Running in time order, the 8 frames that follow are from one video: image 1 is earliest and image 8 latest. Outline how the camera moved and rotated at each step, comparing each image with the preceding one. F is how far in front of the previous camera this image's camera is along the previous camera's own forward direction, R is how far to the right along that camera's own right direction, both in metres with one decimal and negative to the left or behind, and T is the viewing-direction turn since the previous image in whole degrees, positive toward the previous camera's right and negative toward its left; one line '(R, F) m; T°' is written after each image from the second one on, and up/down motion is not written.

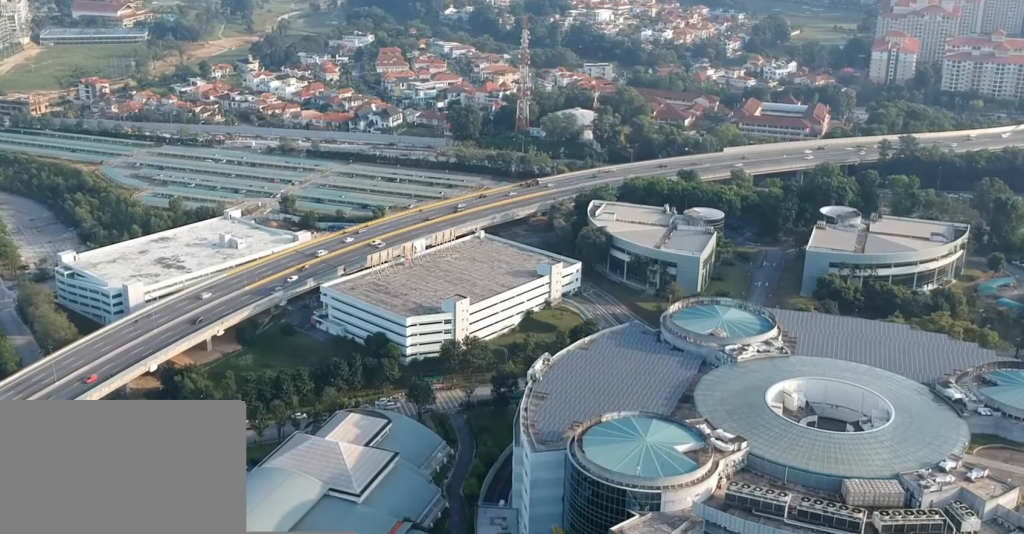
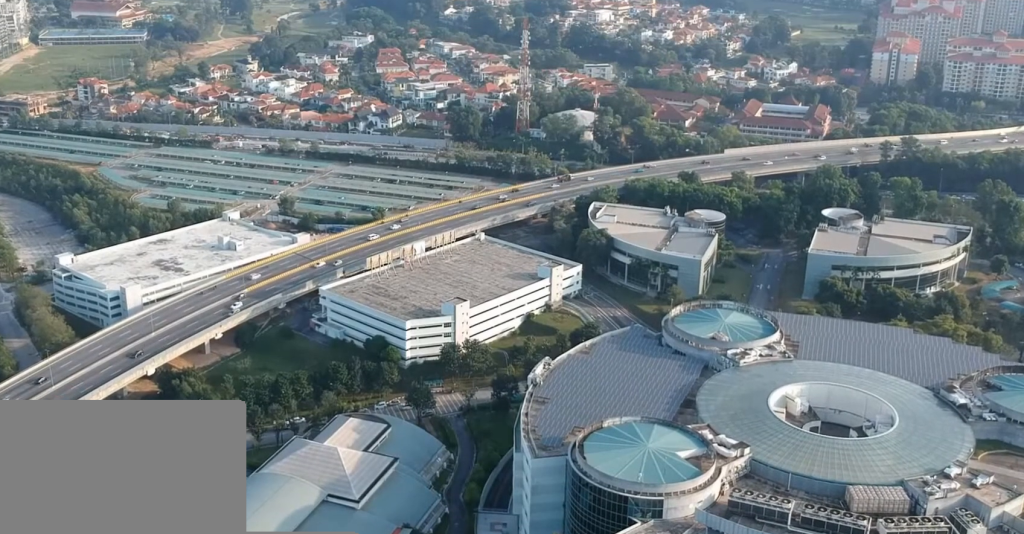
(-0.1, +2.4) m; -2°
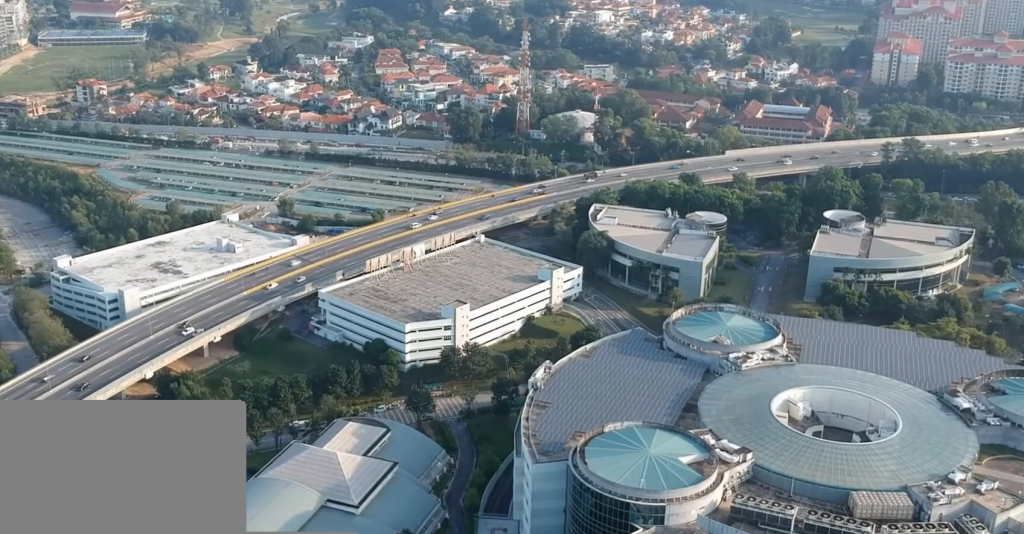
(0.0, +2.0) m; -1°
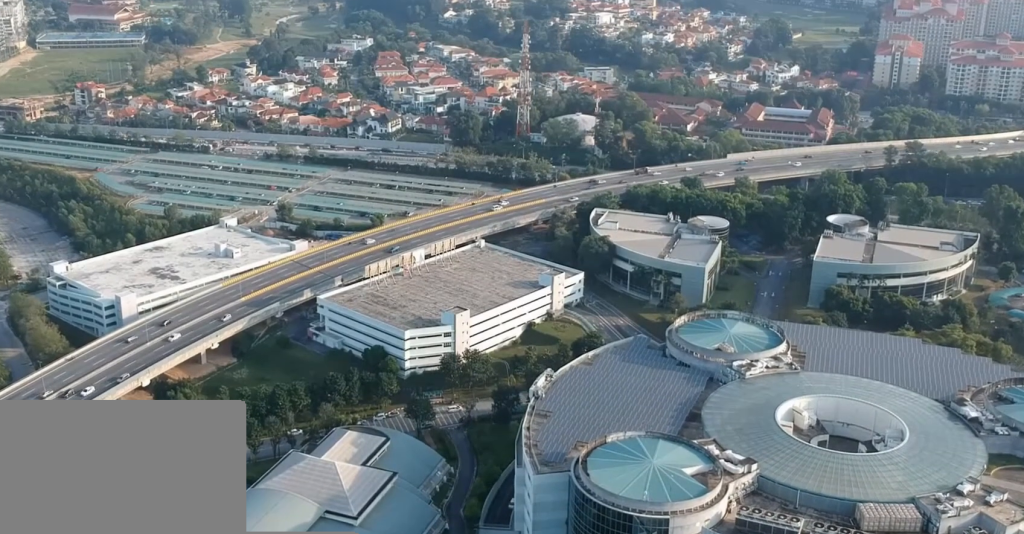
(-0.1, +3.9) m; -1°
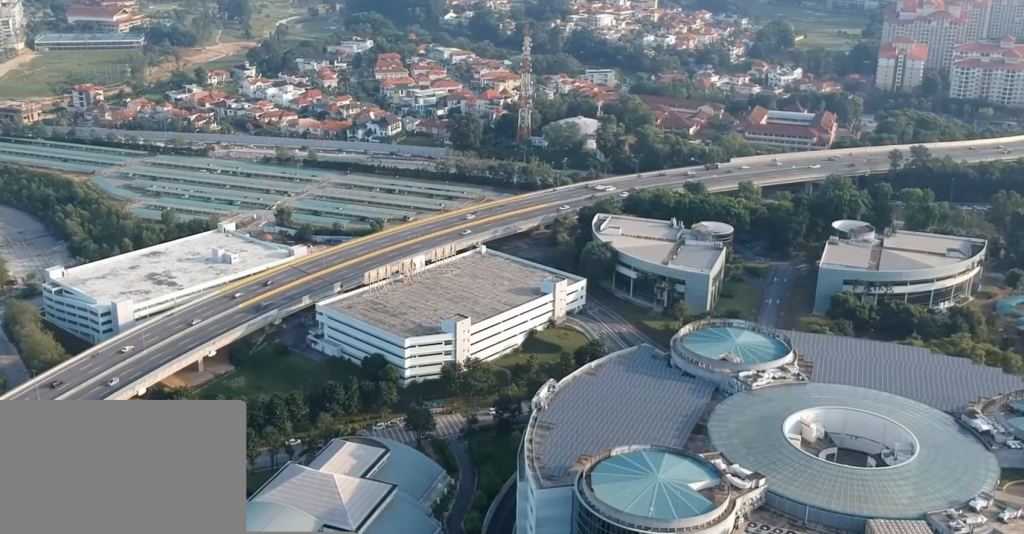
(0.0, +5.5) m; -1°
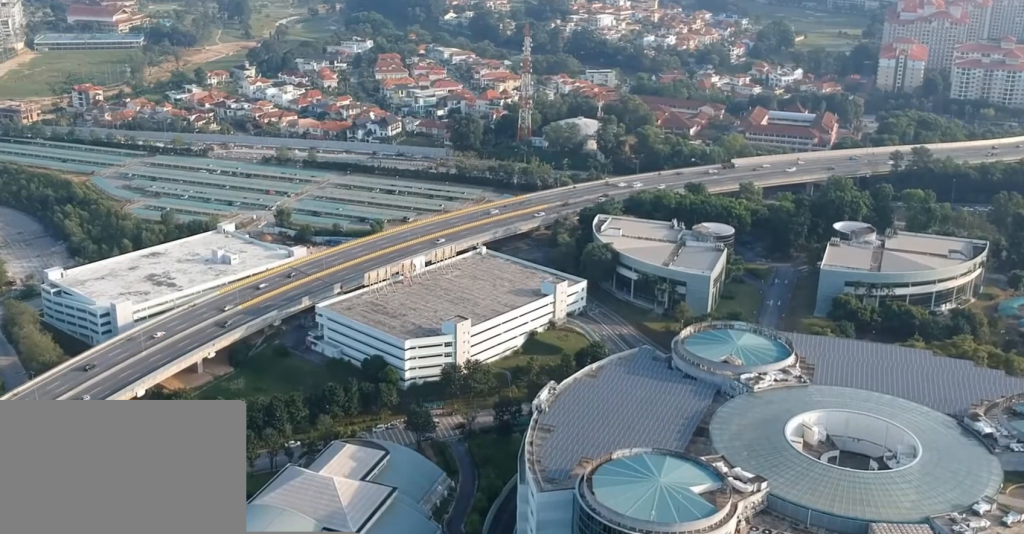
(0.0, +1.3) m; 0°
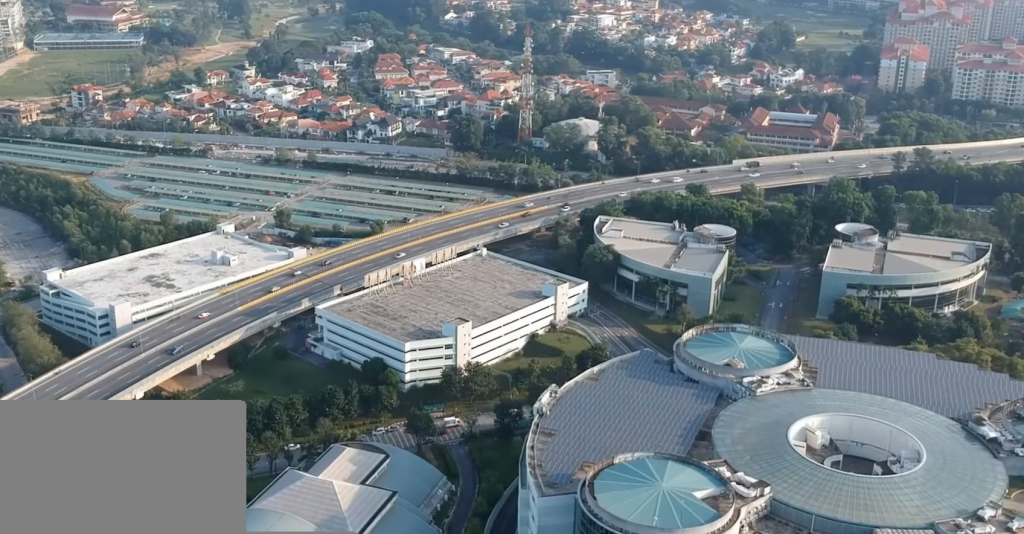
(0.0, +2.0) m; 0°
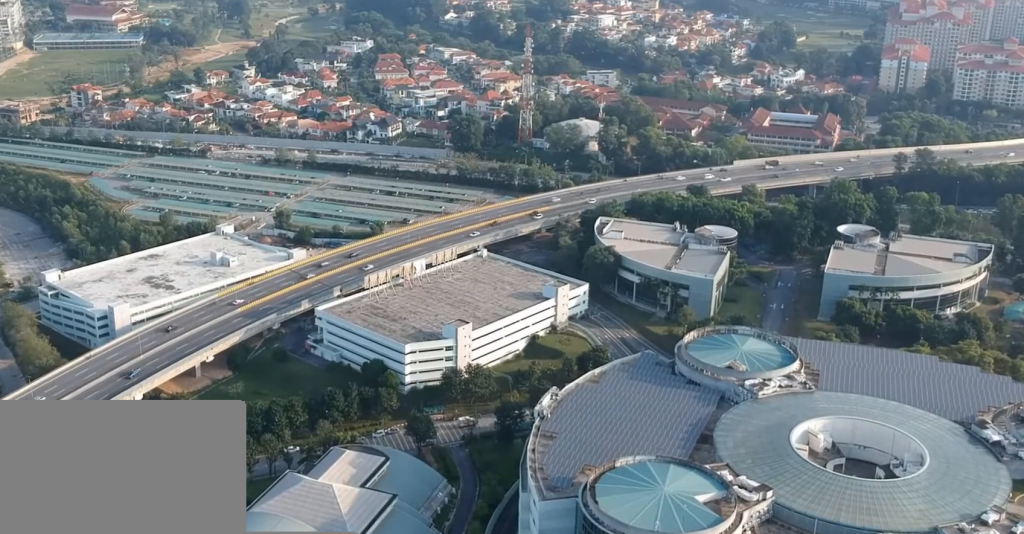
(0.0, +1.5) m; +1°
